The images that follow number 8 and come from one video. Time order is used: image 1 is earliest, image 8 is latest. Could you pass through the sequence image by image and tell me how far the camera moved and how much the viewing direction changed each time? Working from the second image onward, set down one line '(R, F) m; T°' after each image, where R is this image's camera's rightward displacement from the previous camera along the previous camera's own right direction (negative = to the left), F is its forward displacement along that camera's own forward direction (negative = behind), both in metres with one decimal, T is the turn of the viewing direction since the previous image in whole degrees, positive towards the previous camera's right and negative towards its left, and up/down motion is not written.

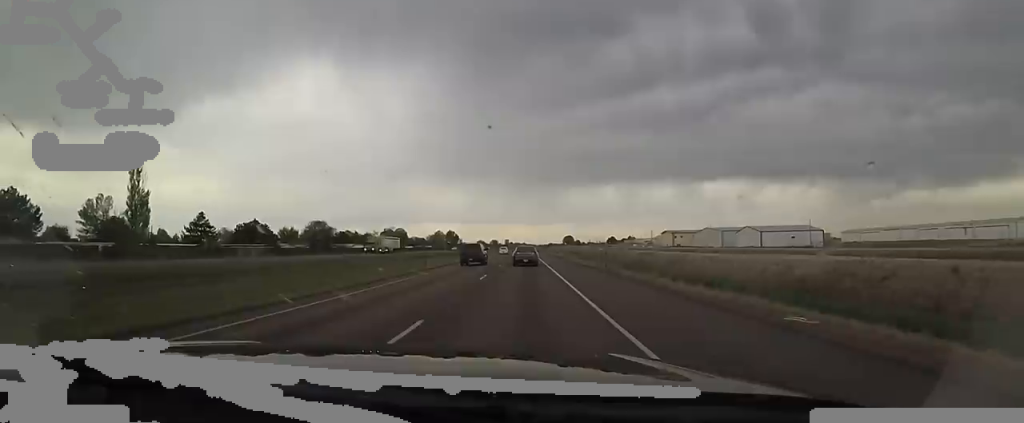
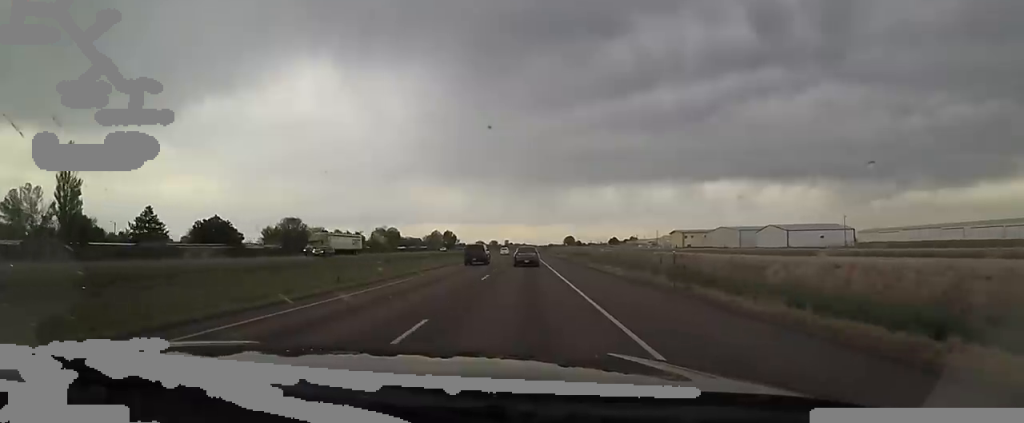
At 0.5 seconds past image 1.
(+0.1, +15.7) m; 0°
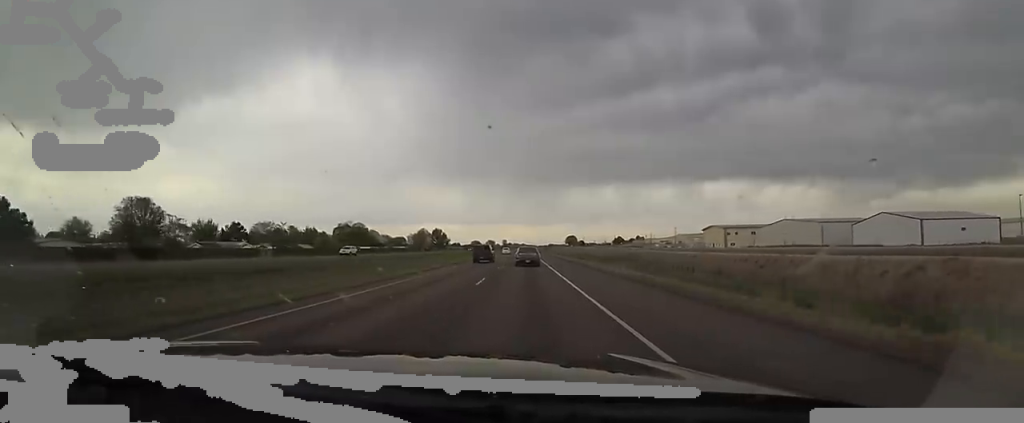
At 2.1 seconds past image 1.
(-1.0, +48.3) m; 0°
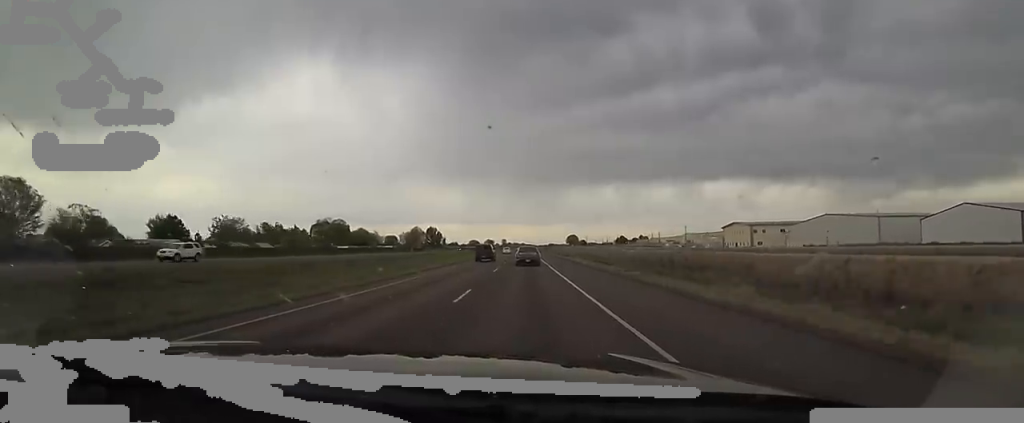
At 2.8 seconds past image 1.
(+0.2, +21.6) m; 0°
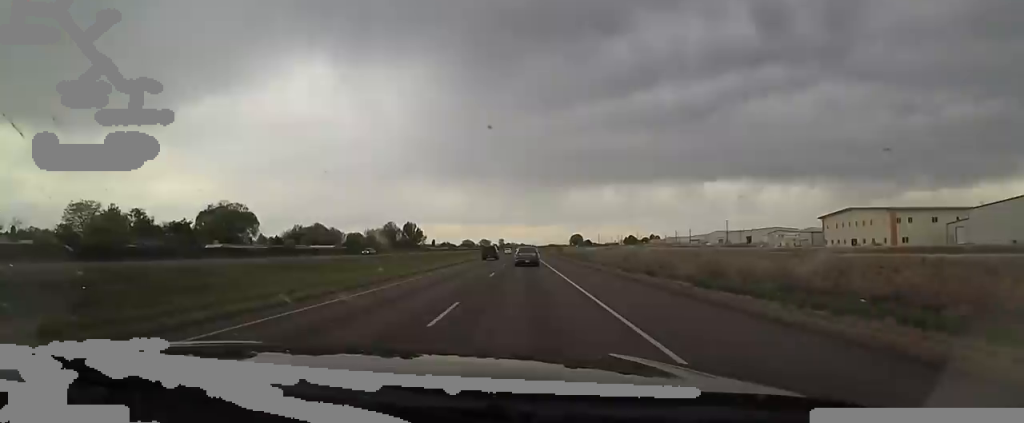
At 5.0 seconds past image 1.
(-0.6, +65.2) m; -1°
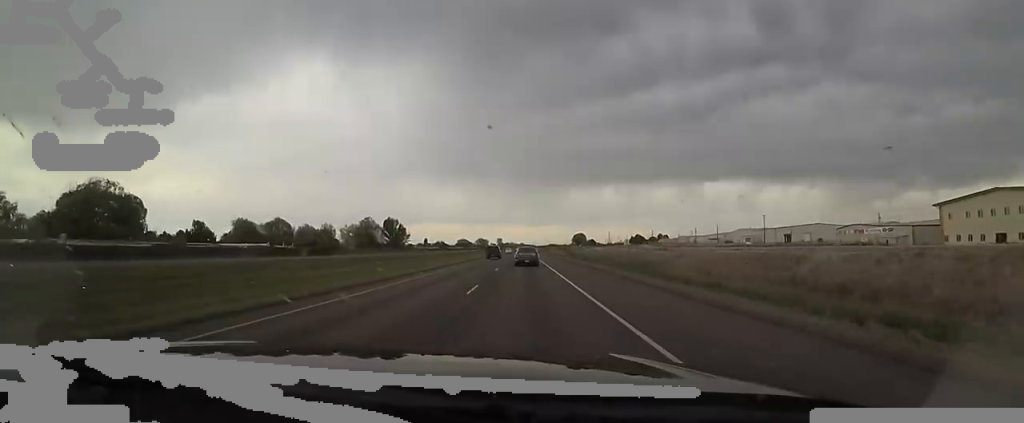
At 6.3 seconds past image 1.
(+0.1, +39.1) m; +1°
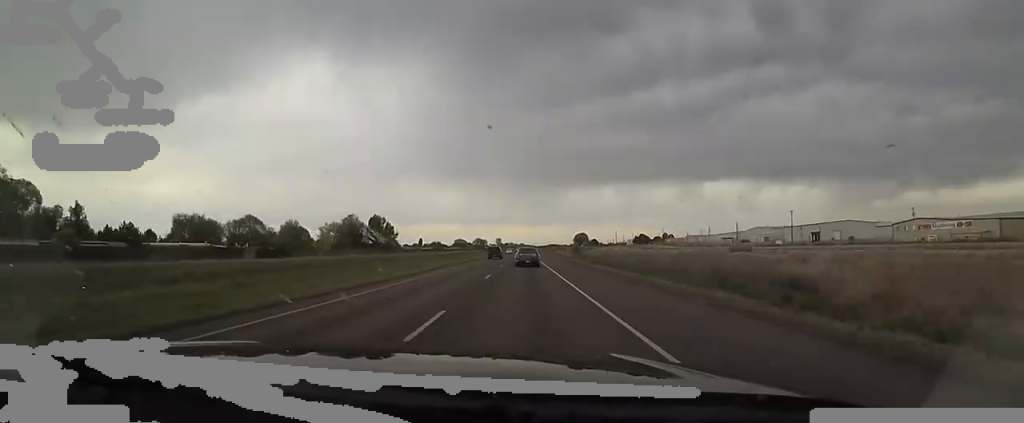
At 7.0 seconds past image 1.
(+0.3, +22.2) m; 0°
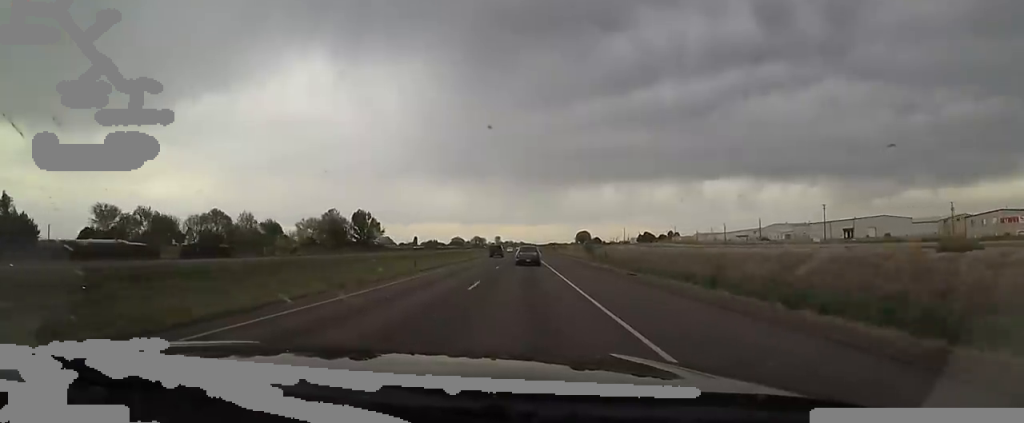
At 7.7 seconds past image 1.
(-0.1, +21.5) m; 0°
